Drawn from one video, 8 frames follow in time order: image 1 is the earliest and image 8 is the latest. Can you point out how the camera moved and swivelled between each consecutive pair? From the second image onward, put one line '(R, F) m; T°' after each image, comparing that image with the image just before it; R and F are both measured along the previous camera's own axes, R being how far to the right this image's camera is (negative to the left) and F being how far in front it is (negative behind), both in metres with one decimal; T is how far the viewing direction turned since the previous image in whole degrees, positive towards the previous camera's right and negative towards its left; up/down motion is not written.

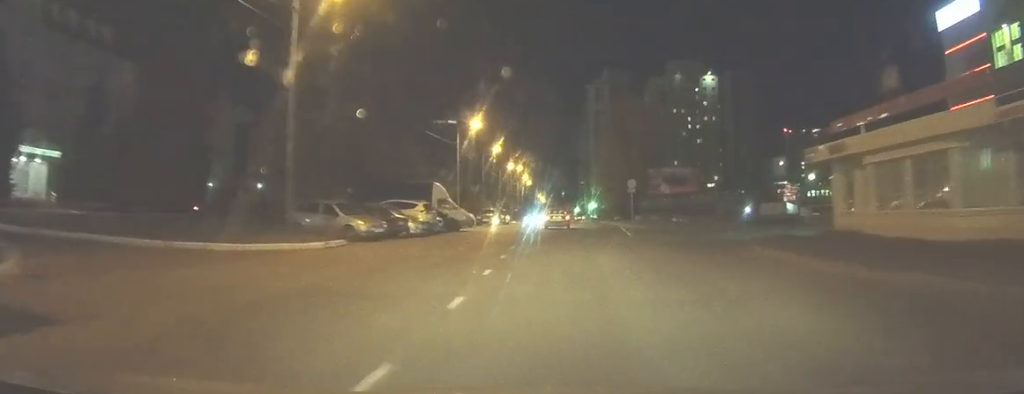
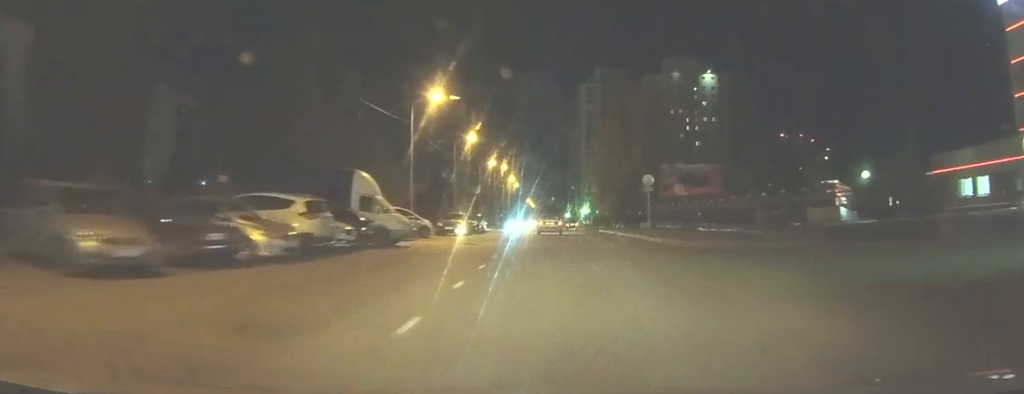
(-0.1, +15.0) m; 0°
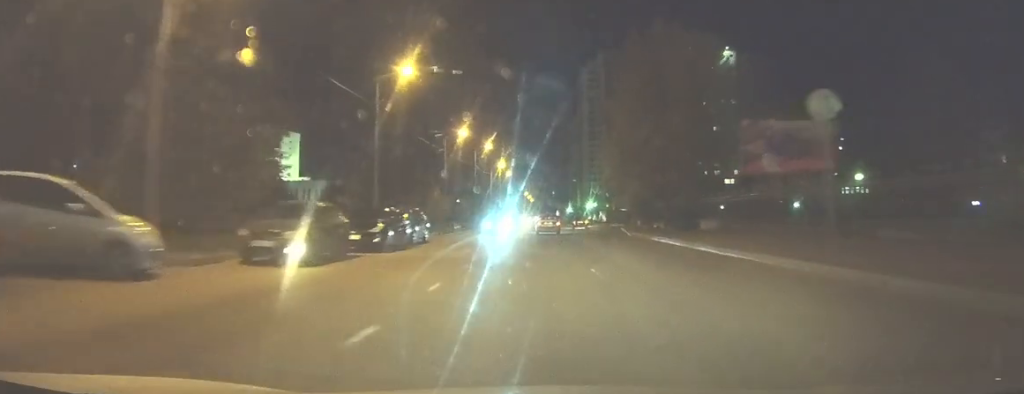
(-0.1, +26.8) m; -1°
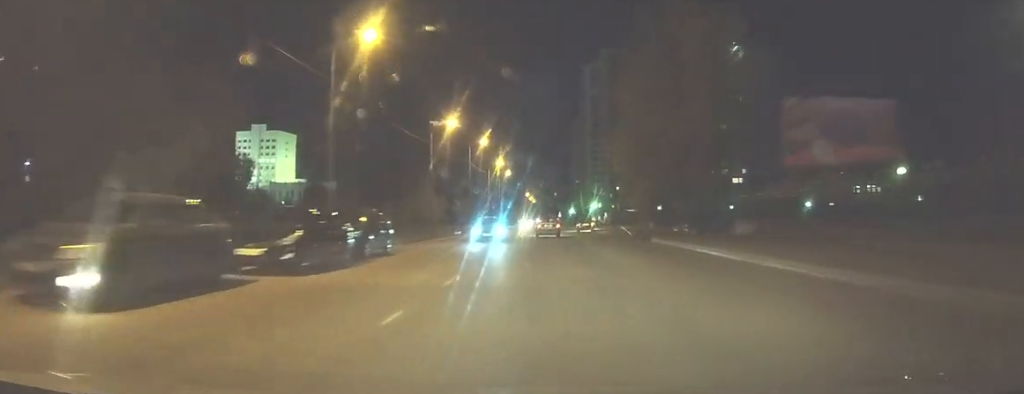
(-0.1, +7.2) m; 0°
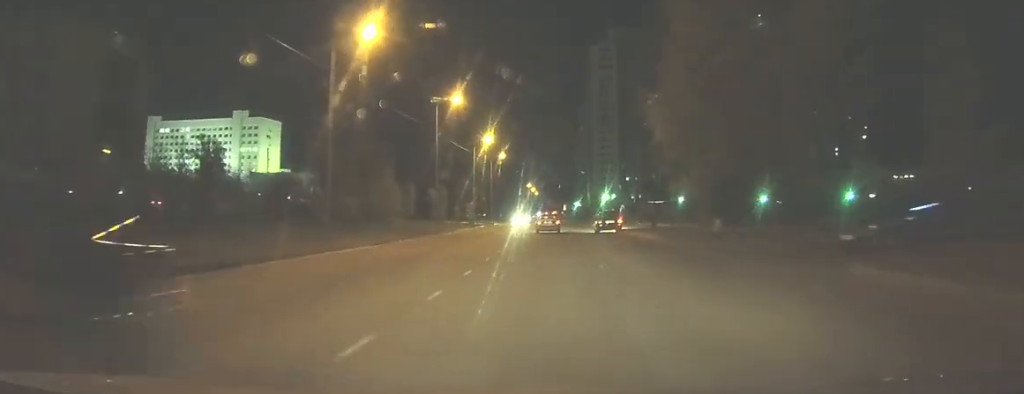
(+0.2, +23.4) m; 0°
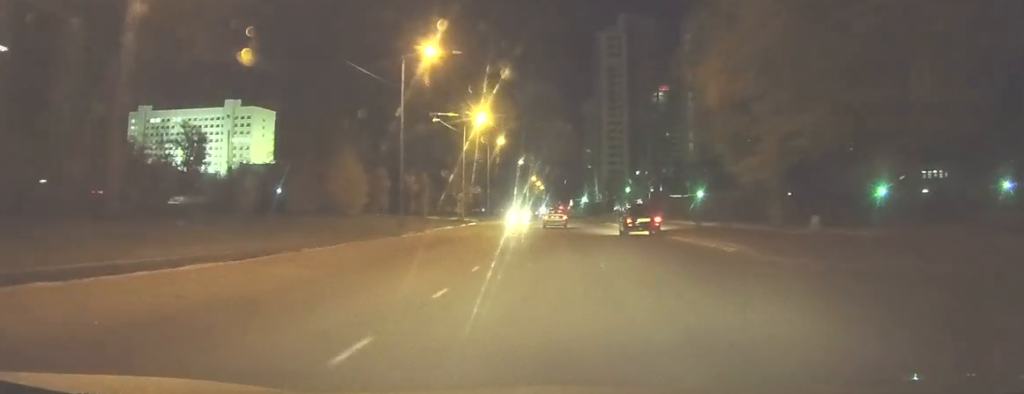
(0.0, +13.2) m; 0°
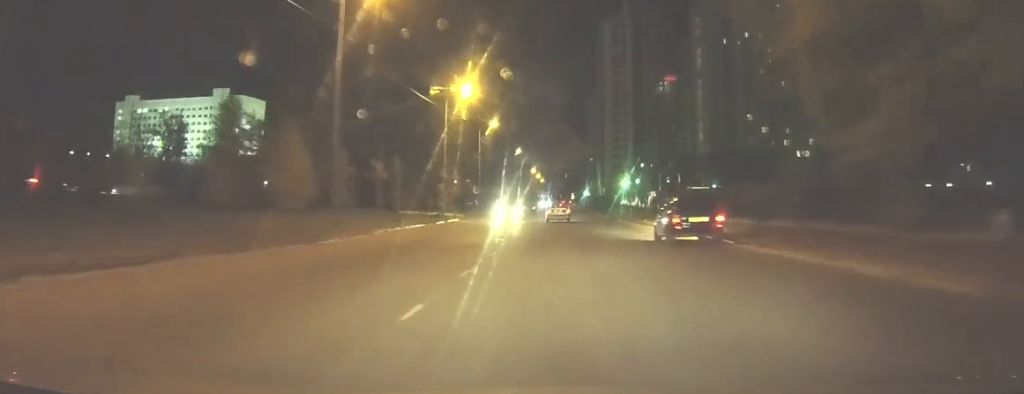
(0.0, +10.8) m; 0°
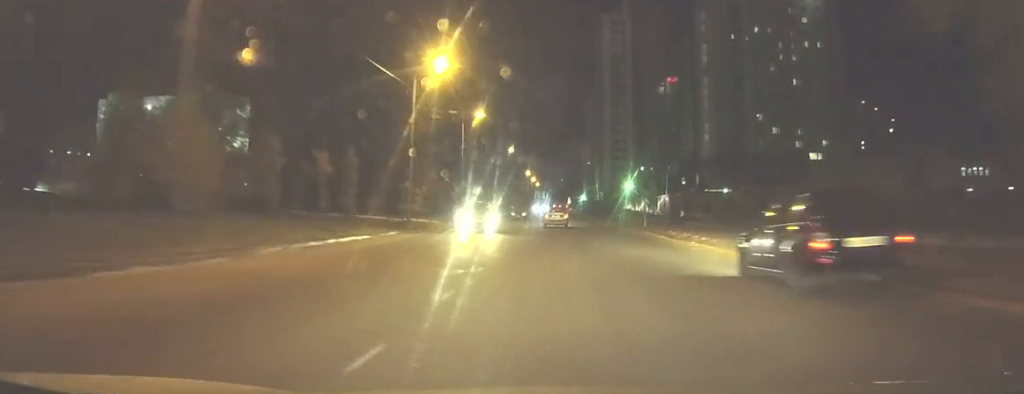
(0.0, +10.3) m; 0°
